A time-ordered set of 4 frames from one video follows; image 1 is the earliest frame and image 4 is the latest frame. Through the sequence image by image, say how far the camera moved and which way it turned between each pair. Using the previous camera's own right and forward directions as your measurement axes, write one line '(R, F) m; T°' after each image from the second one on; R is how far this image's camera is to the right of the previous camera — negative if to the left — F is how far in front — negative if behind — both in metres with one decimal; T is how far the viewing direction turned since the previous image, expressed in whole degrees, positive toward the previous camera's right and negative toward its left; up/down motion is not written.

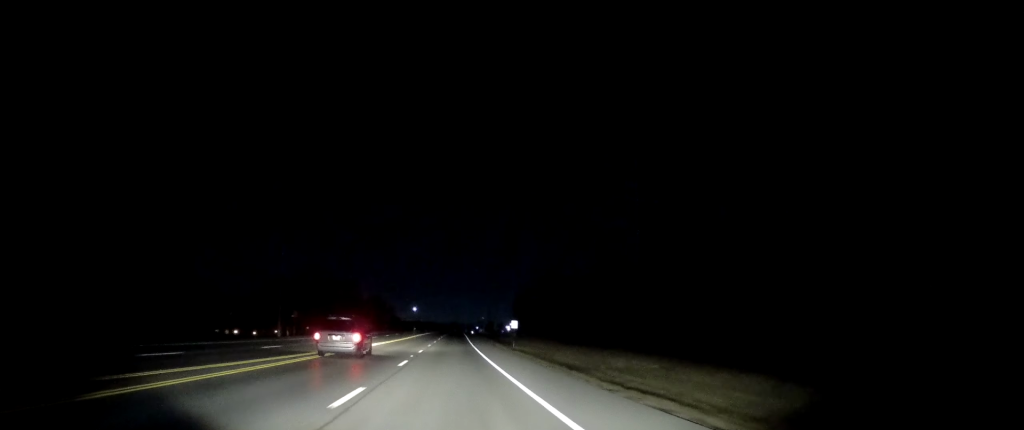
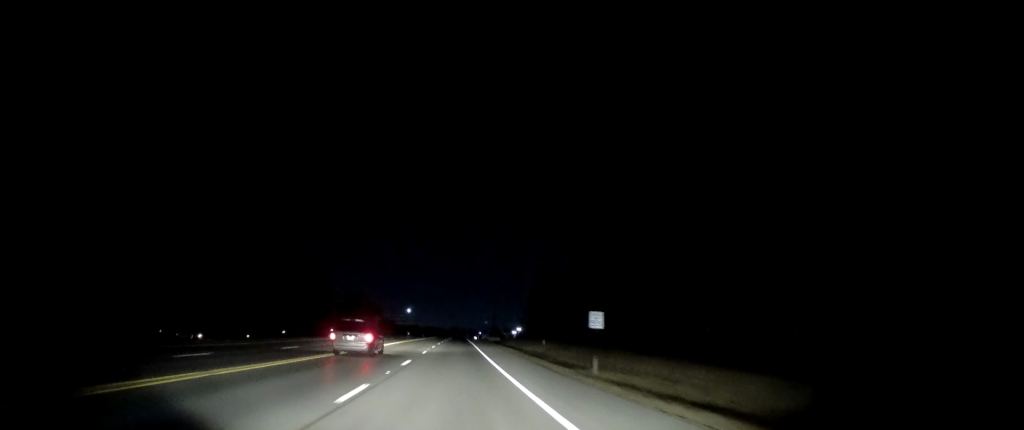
(+0.2, +36.5) m; 0°
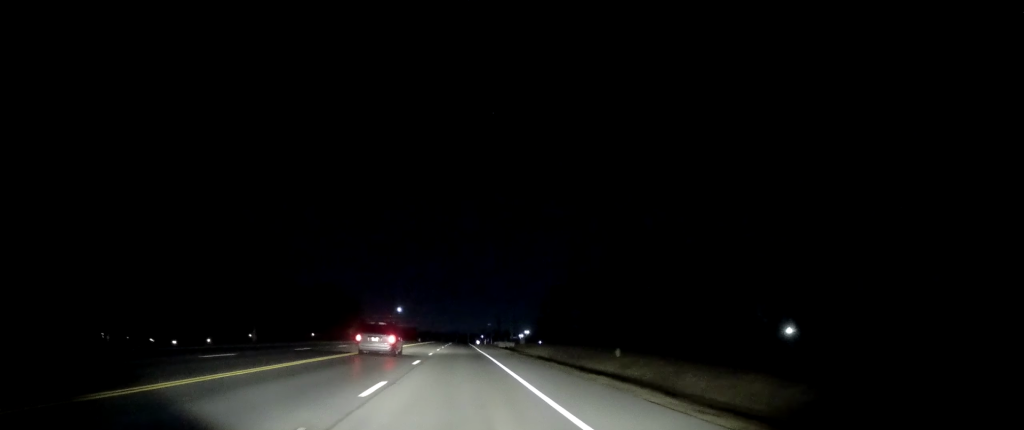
(+0.1, +35.9) m; 0°
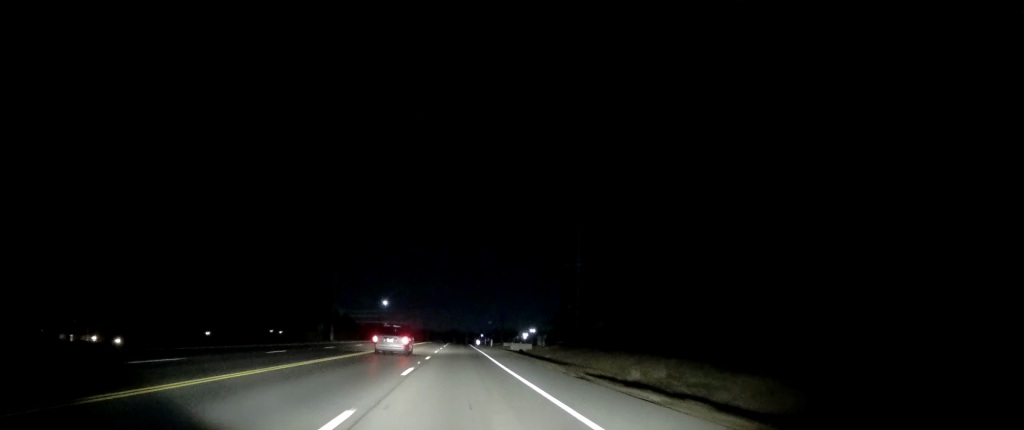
(0.0, +30.4) m; 0°
